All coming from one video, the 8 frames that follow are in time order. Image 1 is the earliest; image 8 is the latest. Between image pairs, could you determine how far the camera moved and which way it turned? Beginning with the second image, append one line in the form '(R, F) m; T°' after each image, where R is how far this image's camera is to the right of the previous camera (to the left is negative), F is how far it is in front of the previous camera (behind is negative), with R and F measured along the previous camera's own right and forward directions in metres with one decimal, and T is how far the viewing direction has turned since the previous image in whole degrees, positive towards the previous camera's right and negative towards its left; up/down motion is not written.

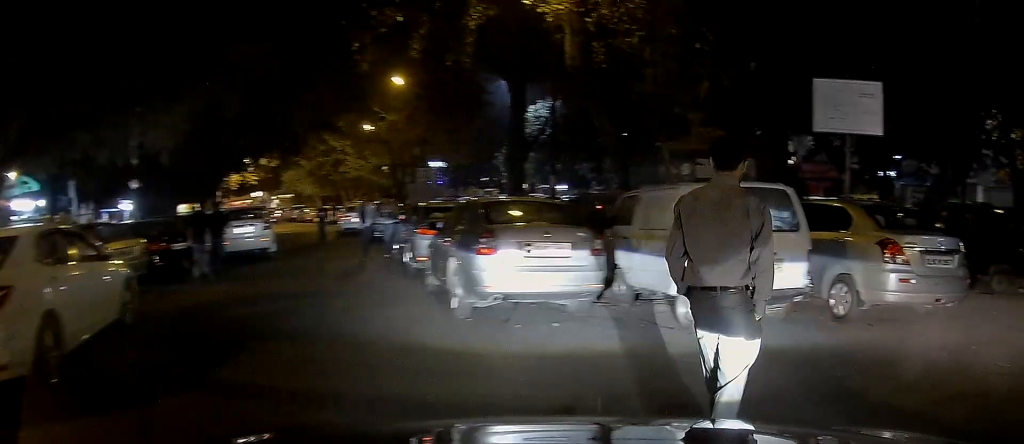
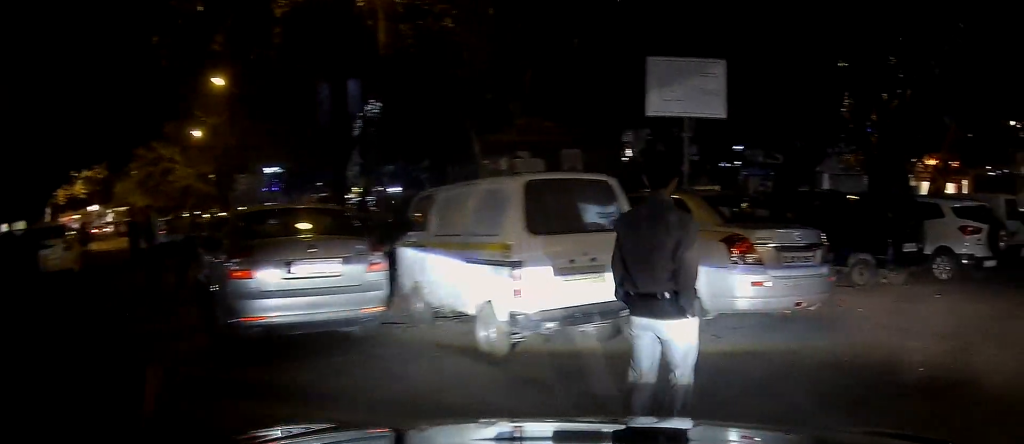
(+0.1, +3.0) m; +13°
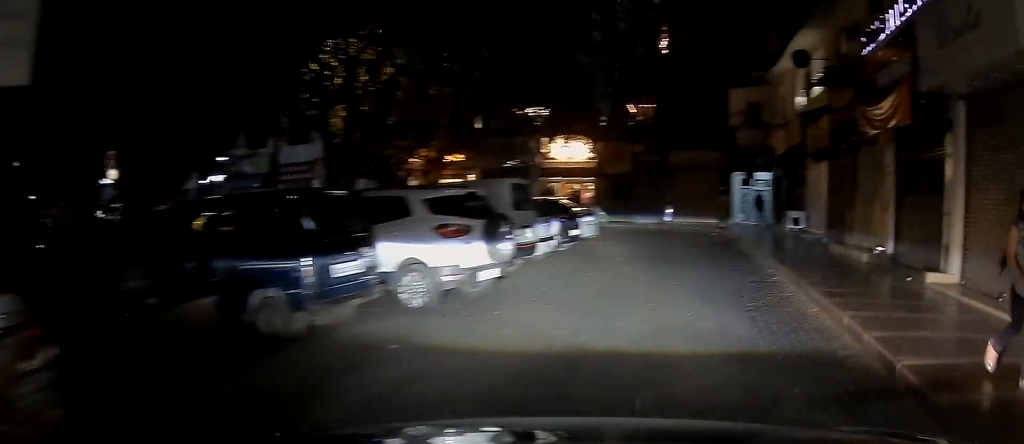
(+1.3, +3.3) m; +39°
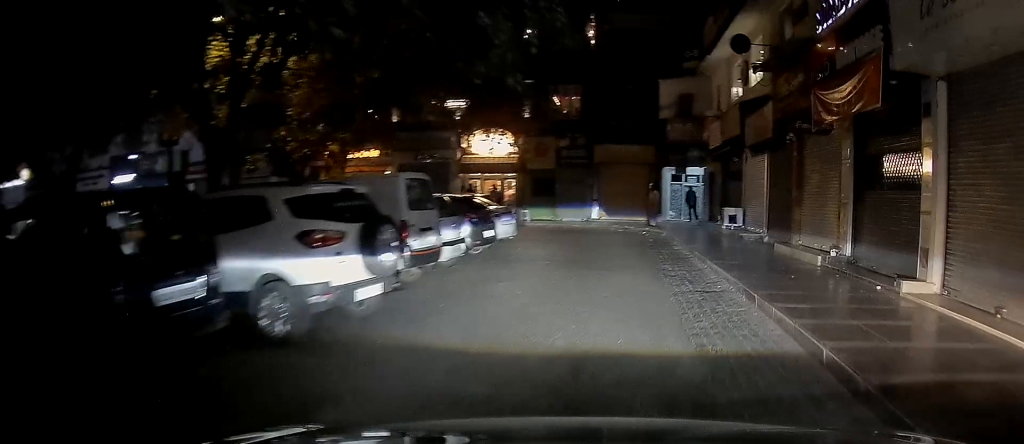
(0.0, +0.8) m; +8°
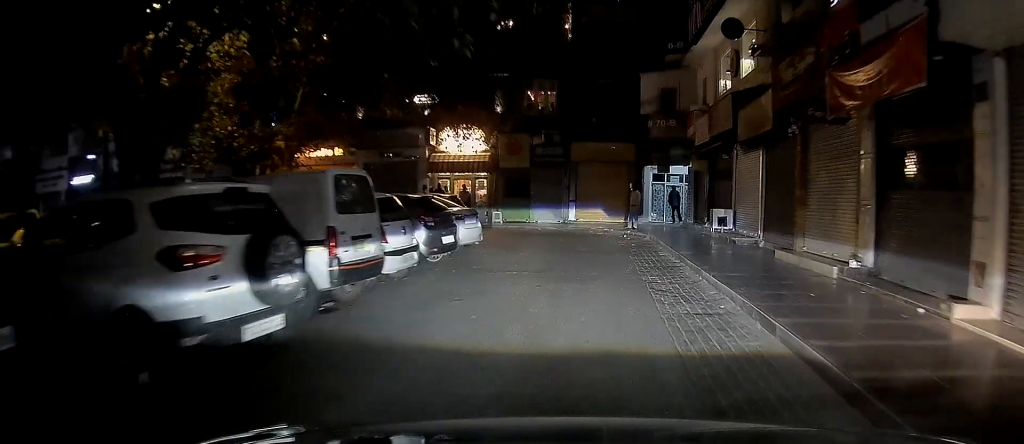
(+0.1, +1.0) m; +8°
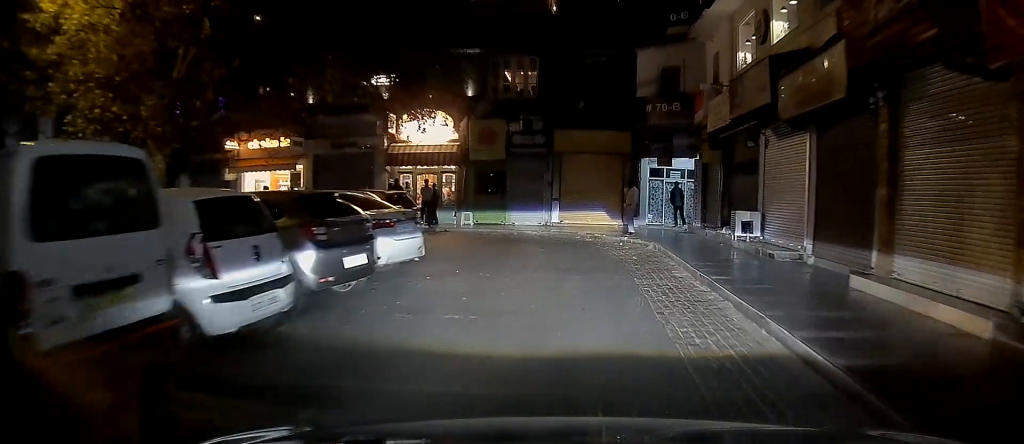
(+0.5, +2.9) m; +14°
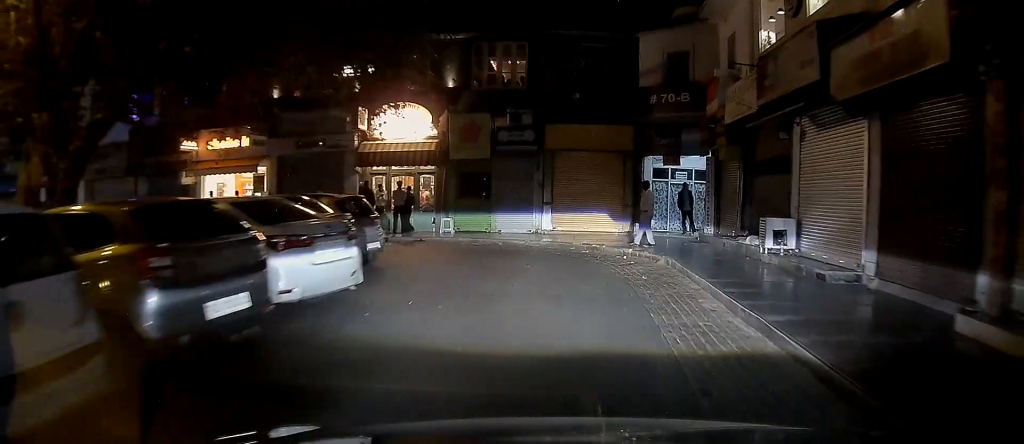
(+0.1, +2.3) m; +1°
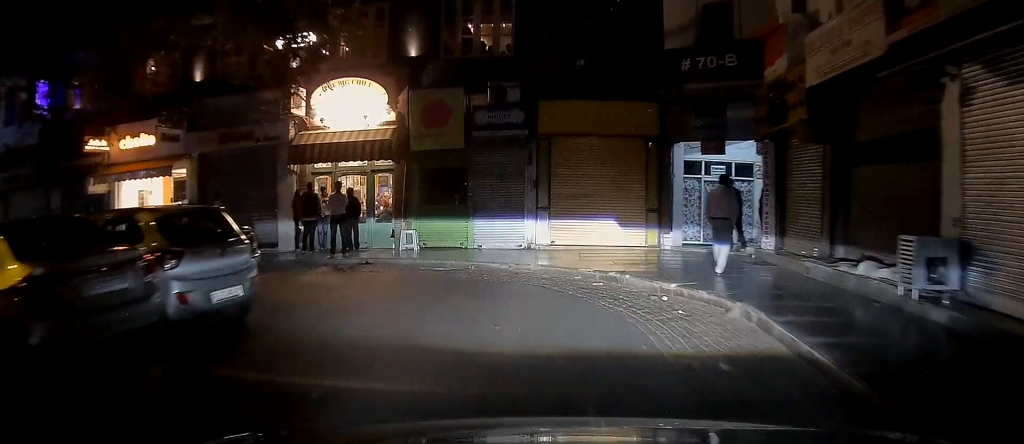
(-0.4, +4.5) m; -7°
